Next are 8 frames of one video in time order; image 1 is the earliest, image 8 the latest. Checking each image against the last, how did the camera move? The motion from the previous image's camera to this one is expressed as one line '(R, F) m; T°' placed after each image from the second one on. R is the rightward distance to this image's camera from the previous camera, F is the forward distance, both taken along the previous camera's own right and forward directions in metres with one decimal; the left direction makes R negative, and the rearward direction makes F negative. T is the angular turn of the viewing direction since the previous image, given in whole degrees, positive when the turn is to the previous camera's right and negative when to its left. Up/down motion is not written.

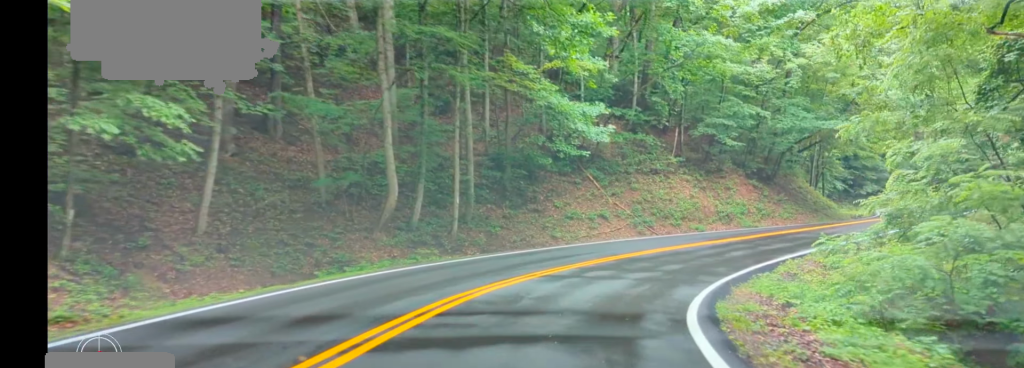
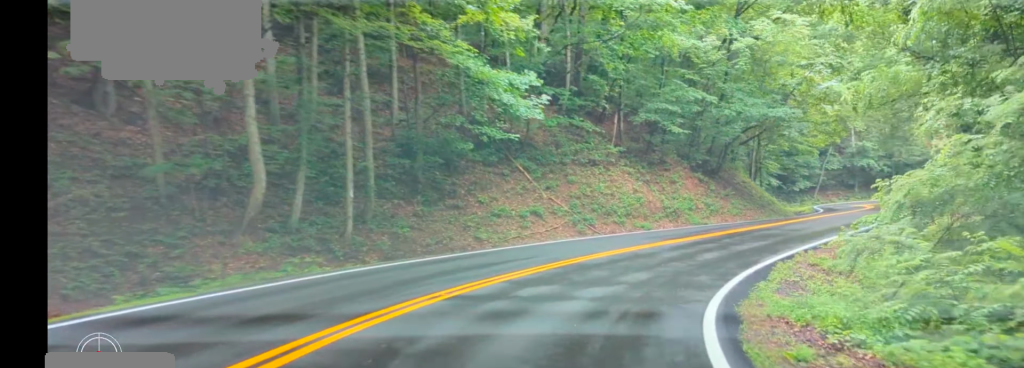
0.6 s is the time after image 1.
(+0.2, +5.3) m; +5°
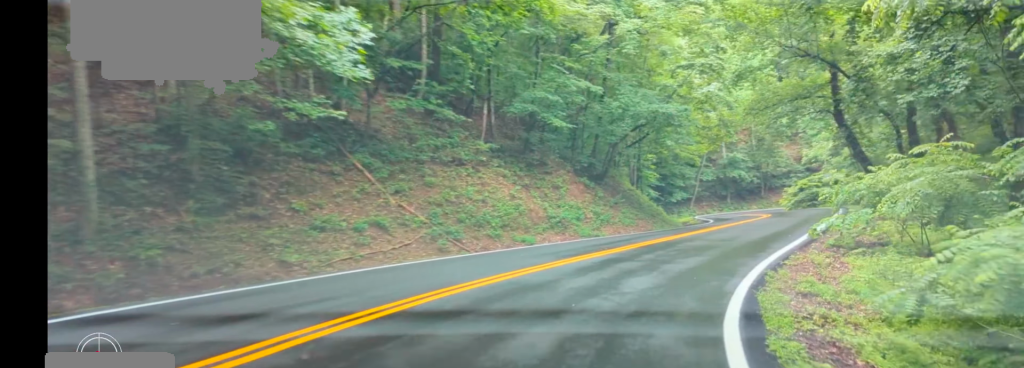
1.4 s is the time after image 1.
(+0.3, +7.0) m; +10°
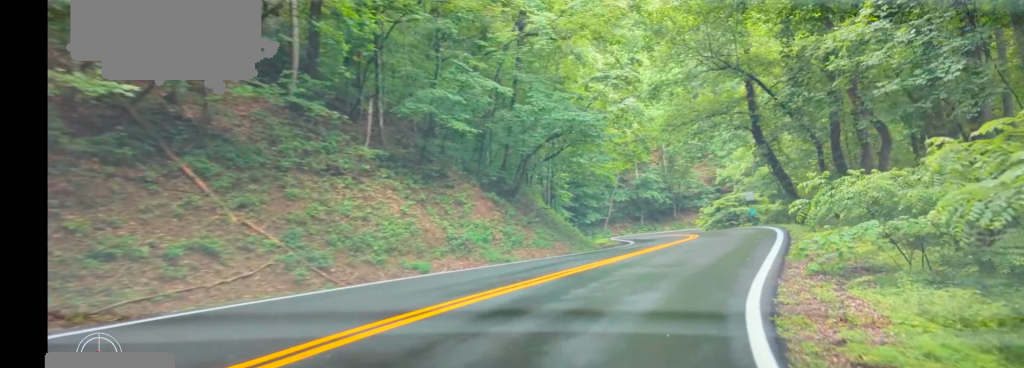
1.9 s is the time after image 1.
(+0.5, +4.7) m; +9°
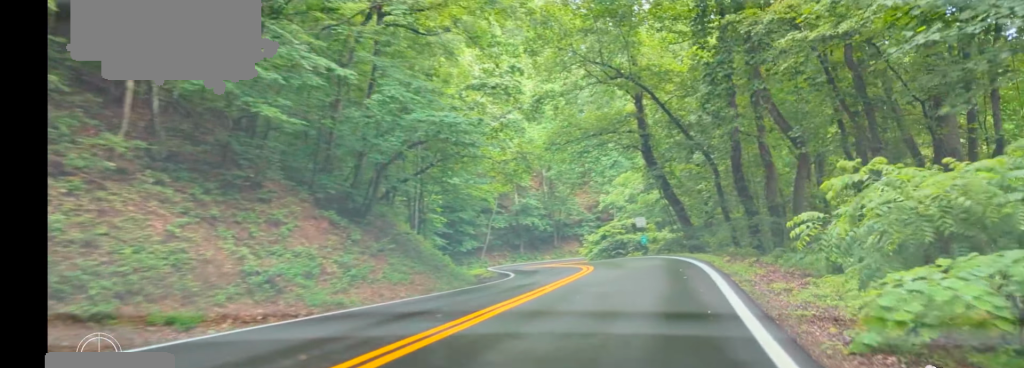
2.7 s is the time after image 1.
(+0.7, +6.5) m; +9°
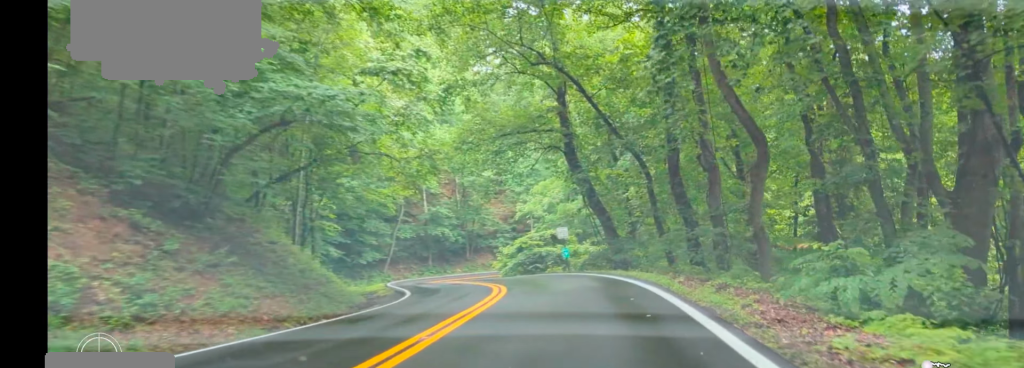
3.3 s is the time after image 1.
(+0.6, +6.0) m; +6°
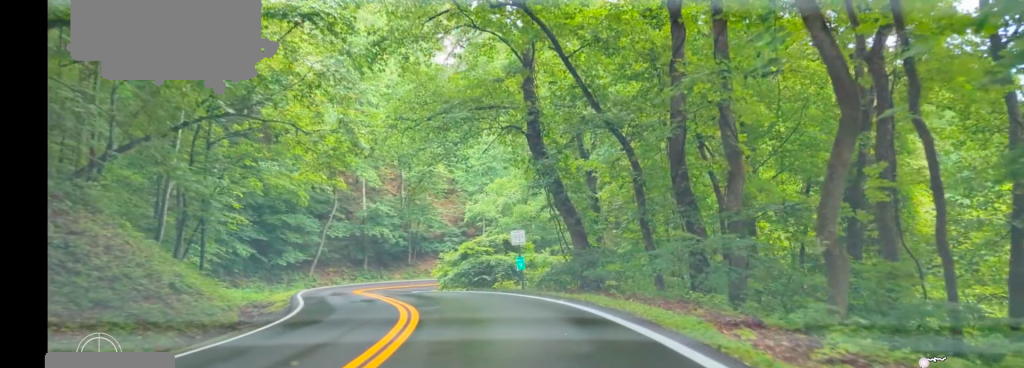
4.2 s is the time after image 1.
(0.0, +8.2) m; +2°
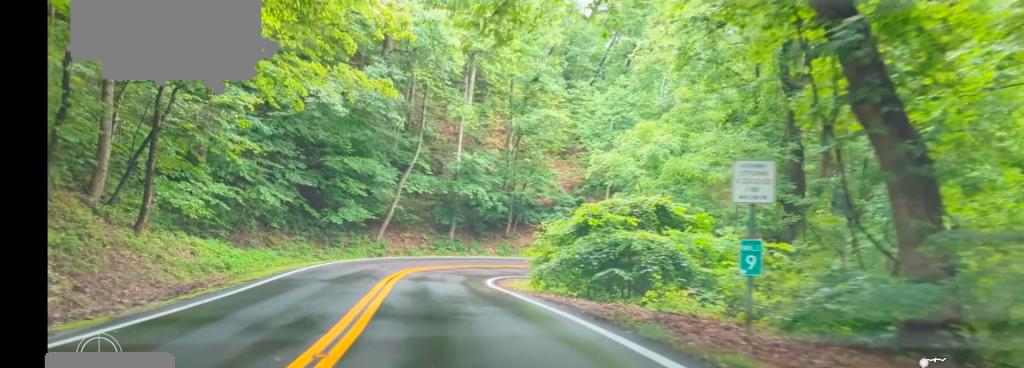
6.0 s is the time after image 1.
(0.0, +16.9) m; -5°
